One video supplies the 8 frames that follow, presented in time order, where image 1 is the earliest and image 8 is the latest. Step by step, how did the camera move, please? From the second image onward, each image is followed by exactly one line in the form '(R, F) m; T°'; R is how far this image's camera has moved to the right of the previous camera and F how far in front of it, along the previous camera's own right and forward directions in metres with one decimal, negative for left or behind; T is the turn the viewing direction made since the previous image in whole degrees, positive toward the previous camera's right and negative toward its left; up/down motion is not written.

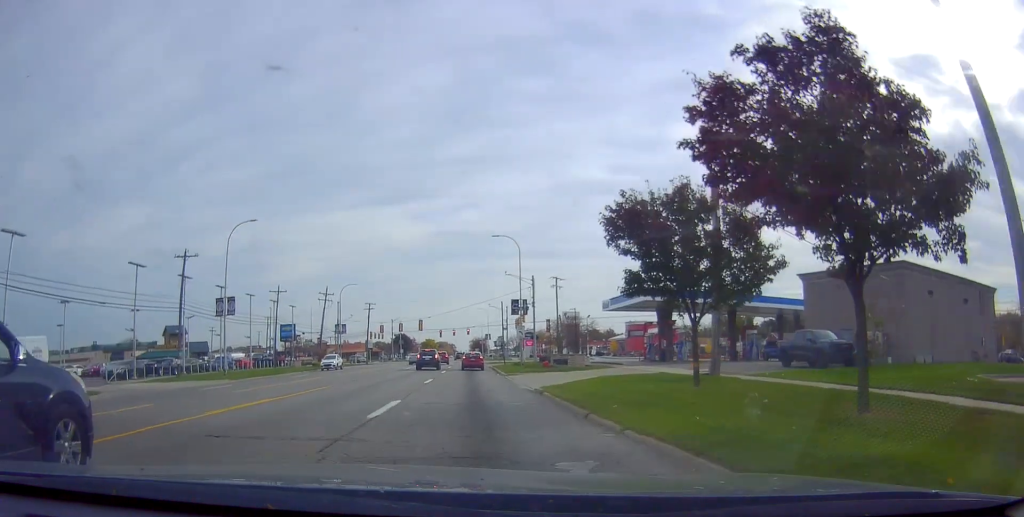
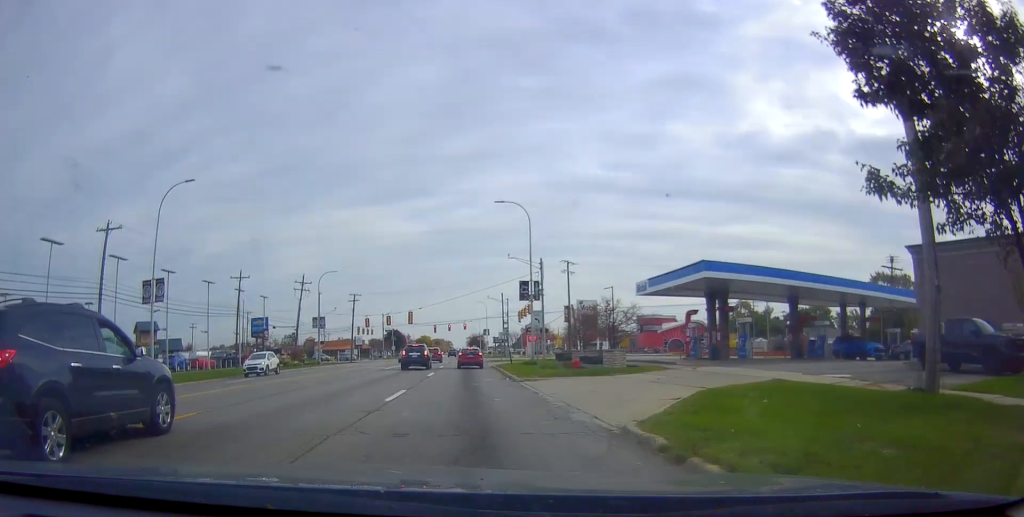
(0.0, +11.8) m; 0°
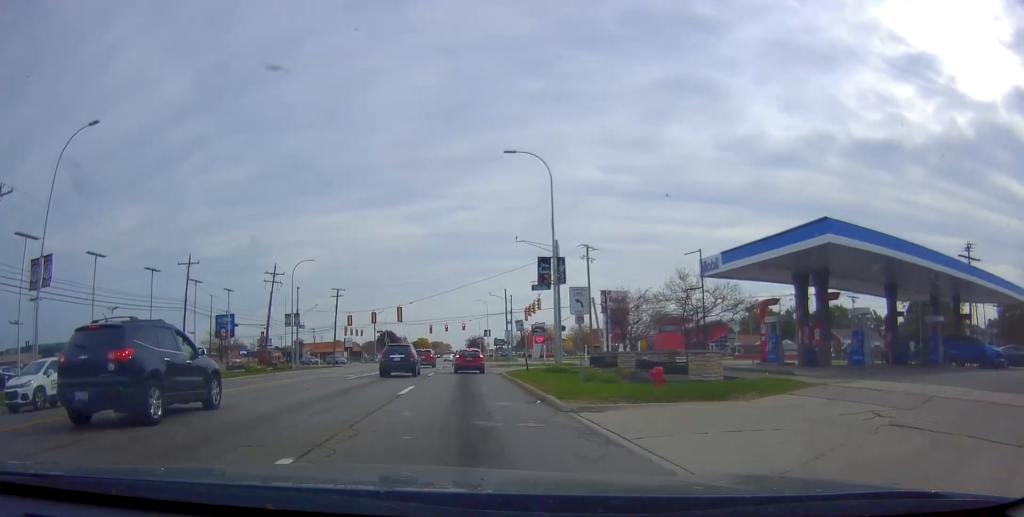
(0.0, +12.1) m; 0°
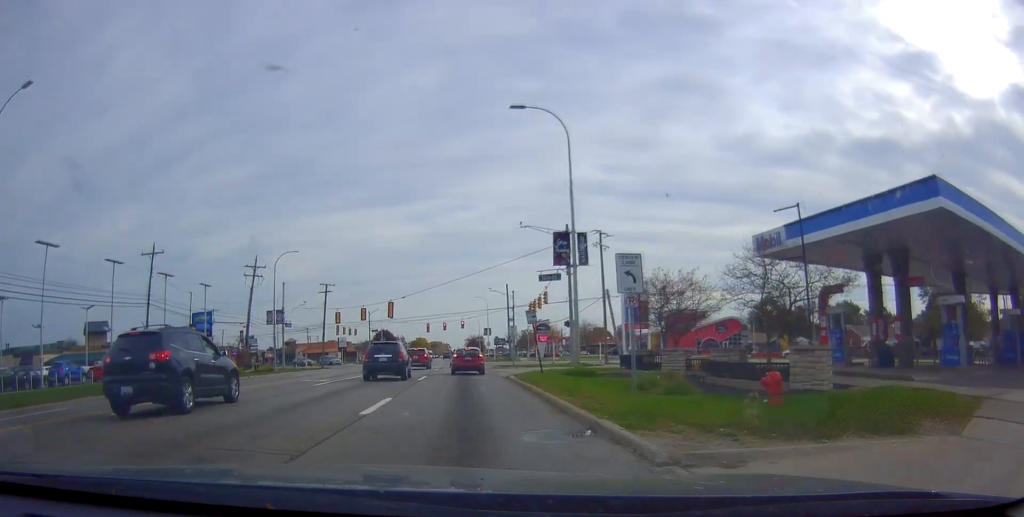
(0.0, +6.5) m; 0°
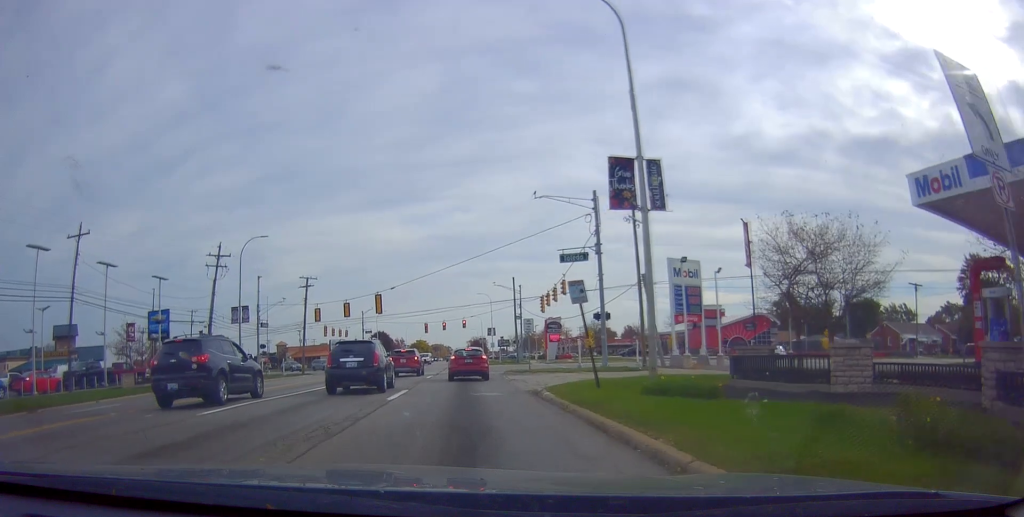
(0.0, +9.2) m; 0°
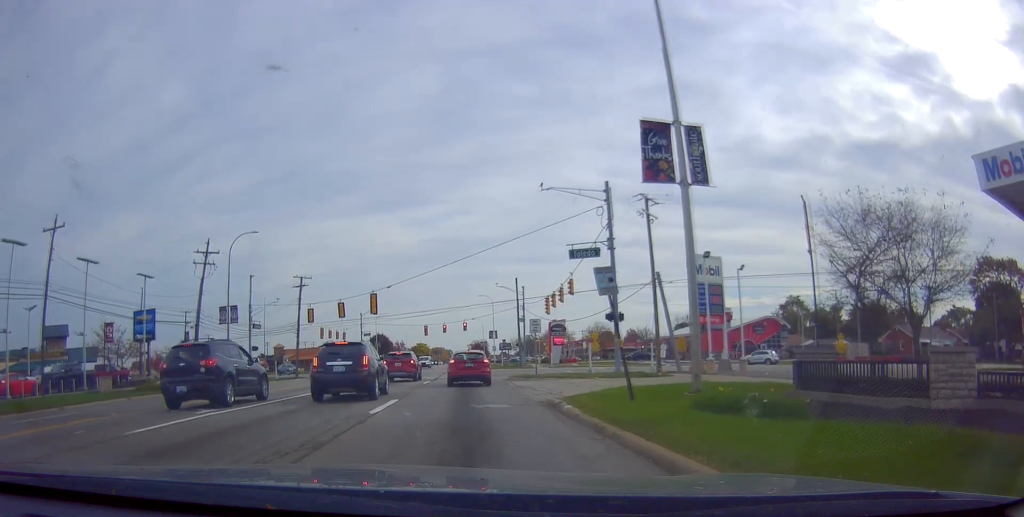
(0.0, +2.7) m; 0°
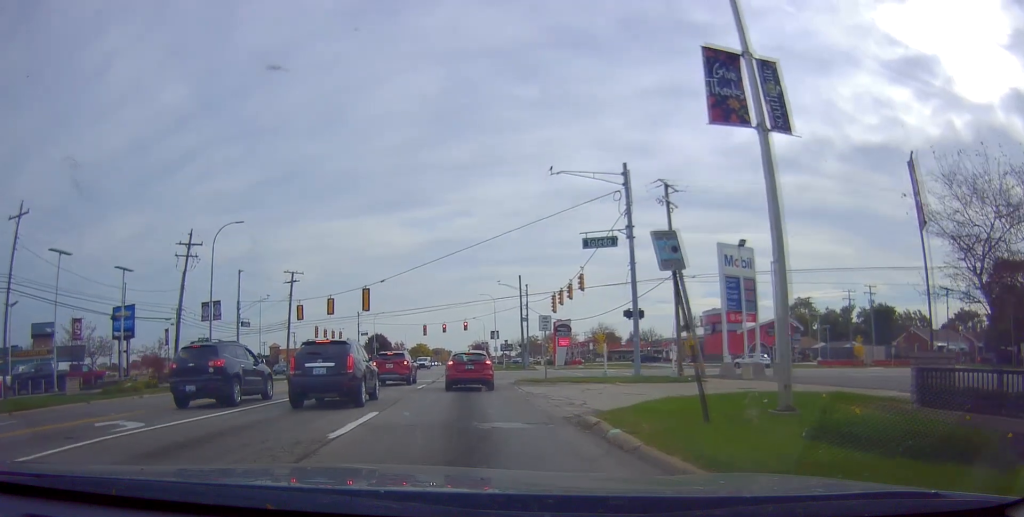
(0.0, +3.3) m; 0°
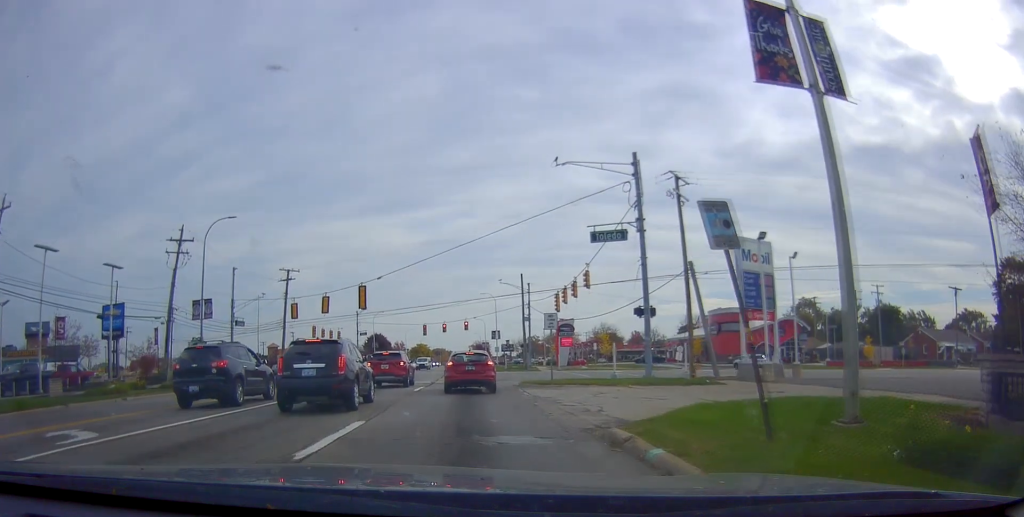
(0.0, +1.7) m; 0°
